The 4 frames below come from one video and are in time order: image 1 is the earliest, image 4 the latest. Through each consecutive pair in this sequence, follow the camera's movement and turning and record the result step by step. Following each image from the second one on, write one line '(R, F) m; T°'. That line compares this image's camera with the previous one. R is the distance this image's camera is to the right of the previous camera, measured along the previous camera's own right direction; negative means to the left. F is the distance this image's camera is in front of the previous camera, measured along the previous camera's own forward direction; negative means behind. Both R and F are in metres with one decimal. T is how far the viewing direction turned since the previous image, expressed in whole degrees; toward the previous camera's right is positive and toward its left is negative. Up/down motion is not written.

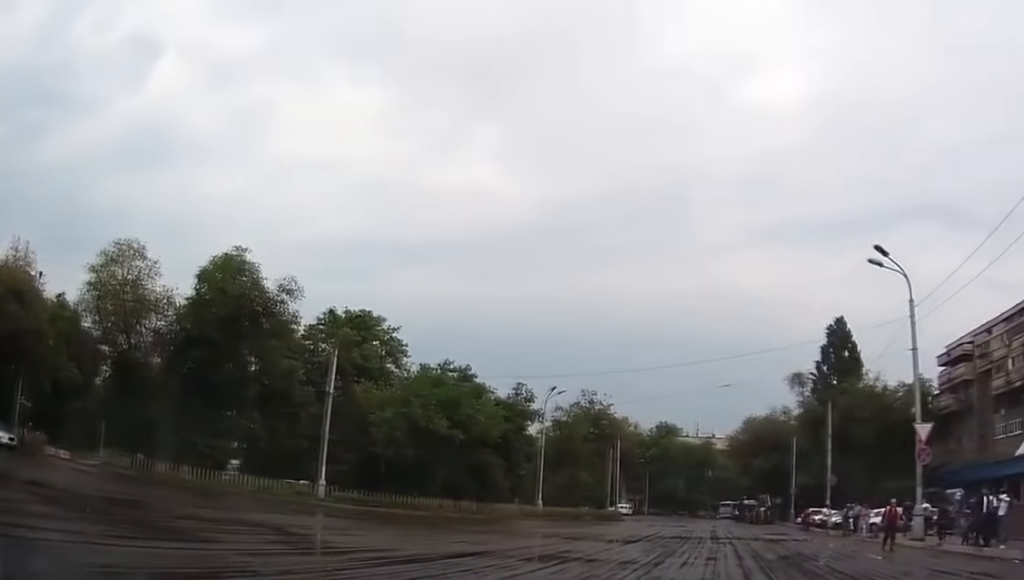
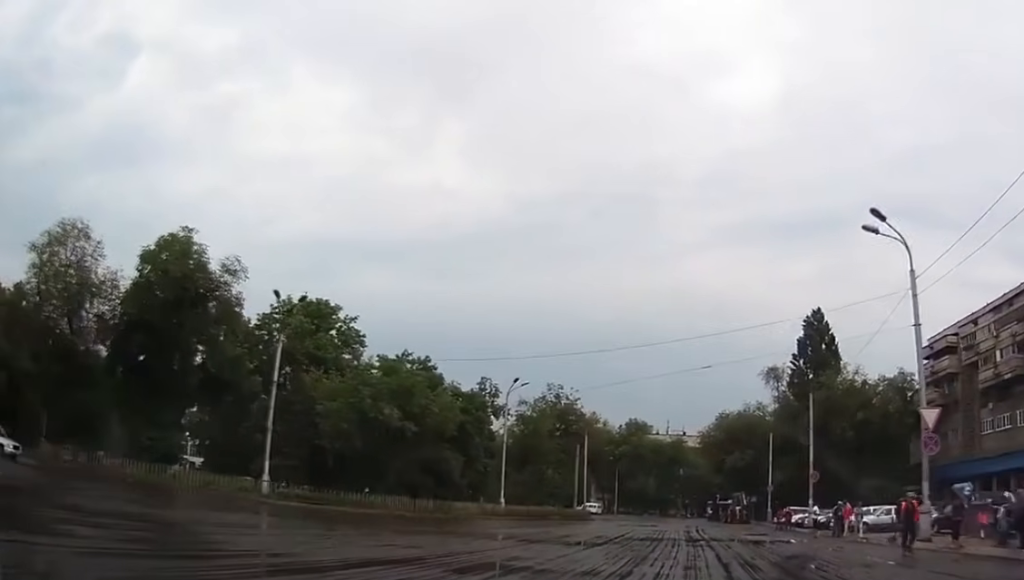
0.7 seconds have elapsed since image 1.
(+0.1, +4.0) m; +4°
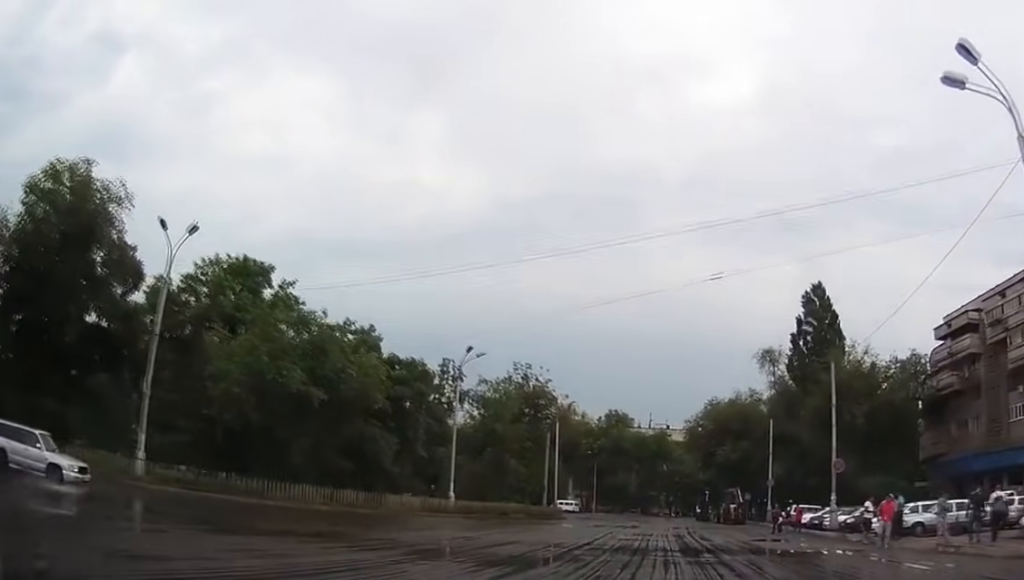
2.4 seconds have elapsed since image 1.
(+0.7, +9.7) m; +4°
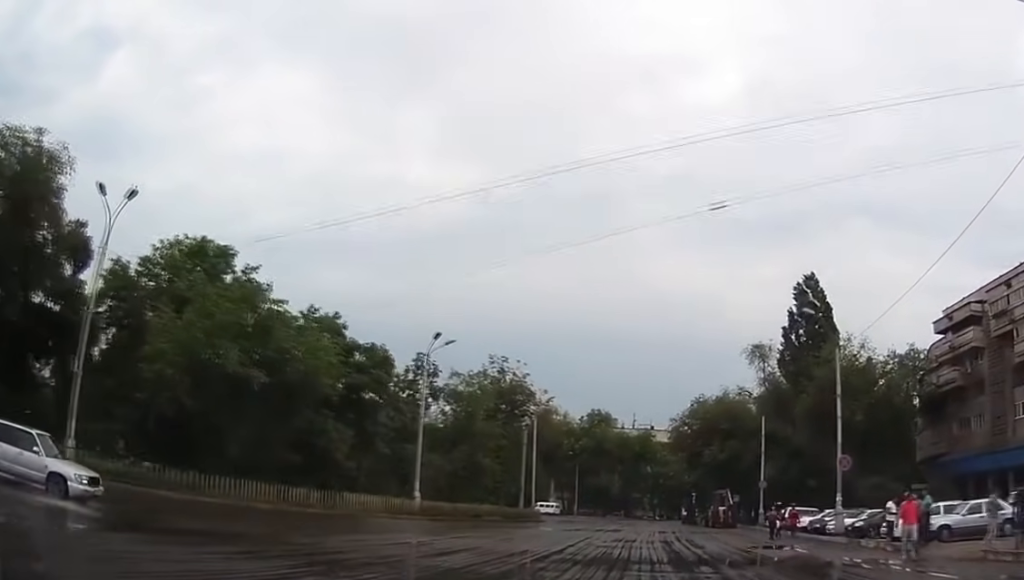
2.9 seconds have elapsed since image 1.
(0.0, +3.5) m; 0°
